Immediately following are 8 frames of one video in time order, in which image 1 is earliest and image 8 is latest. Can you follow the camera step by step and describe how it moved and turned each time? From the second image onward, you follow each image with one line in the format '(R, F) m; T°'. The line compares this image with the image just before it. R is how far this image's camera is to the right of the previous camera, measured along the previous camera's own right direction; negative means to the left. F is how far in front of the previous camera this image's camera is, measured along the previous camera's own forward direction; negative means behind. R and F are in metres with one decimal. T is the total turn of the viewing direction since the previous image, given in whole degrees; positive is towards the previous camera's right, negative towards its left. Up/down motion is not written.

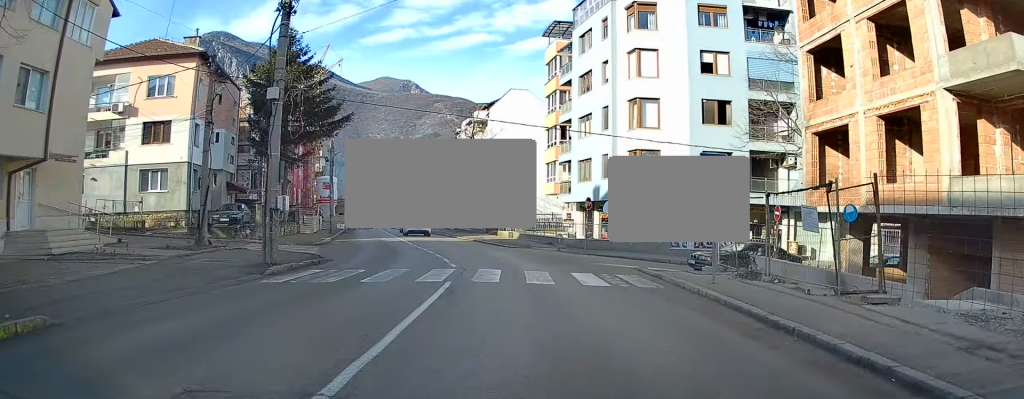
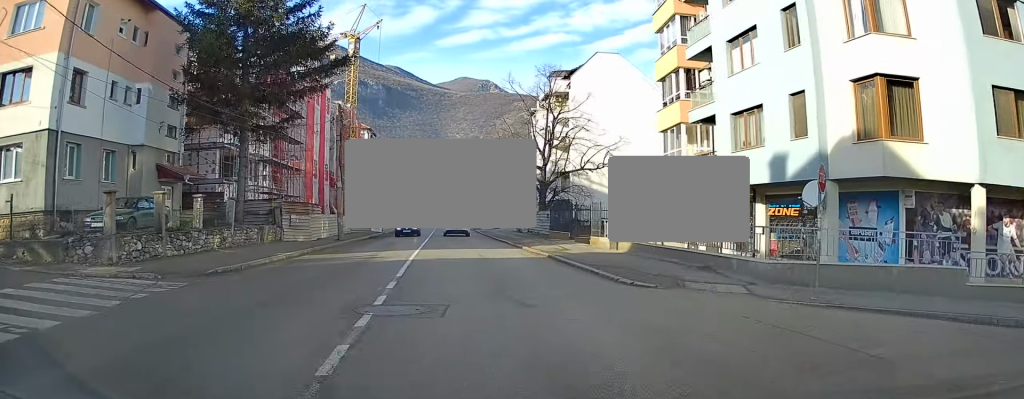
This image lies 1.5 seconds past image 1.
(-0.5, +17.1) m; -5°
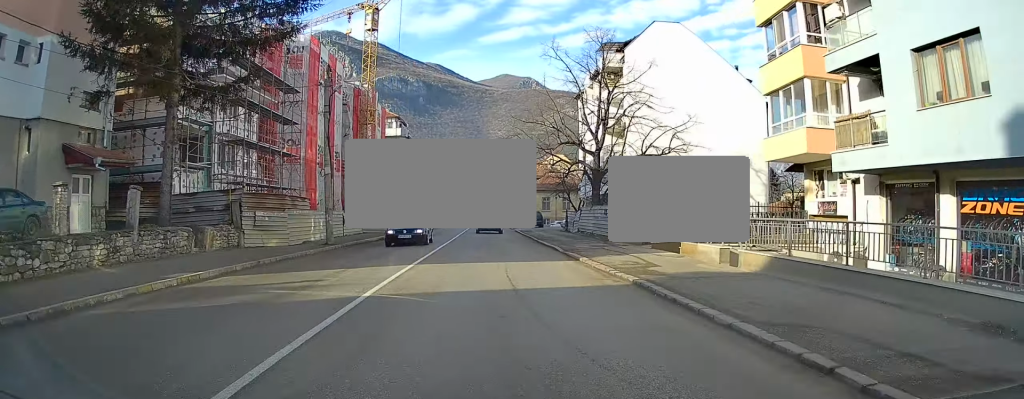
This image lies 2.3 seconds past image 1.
(-0.3, +9.2) m; -4°
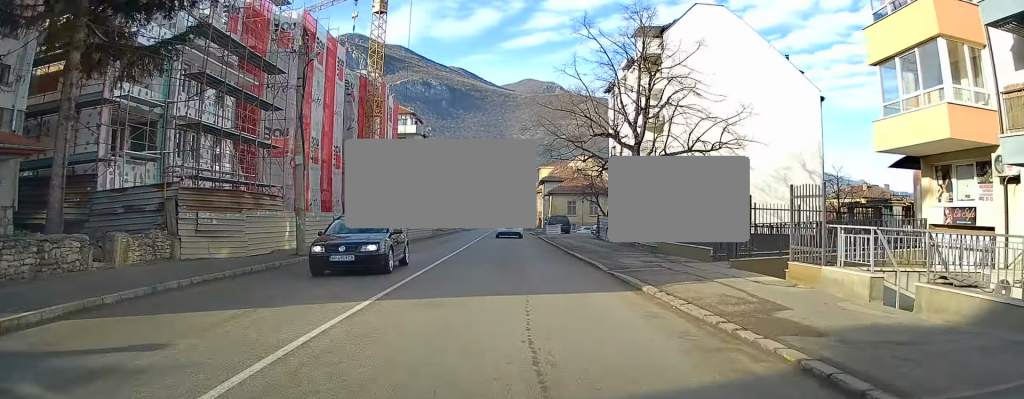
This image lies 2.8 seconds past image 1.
(-0.1, +6.1) m; -2°
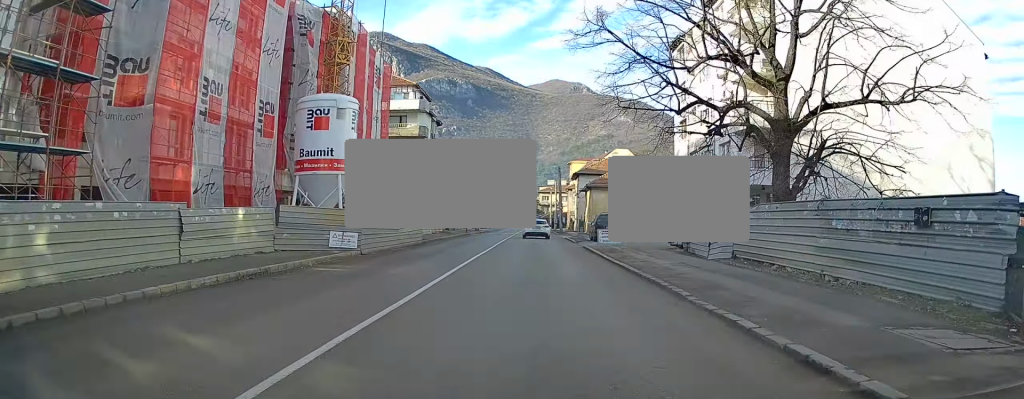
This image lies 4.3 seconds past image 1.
(-0.7, +16.8) m; -2°
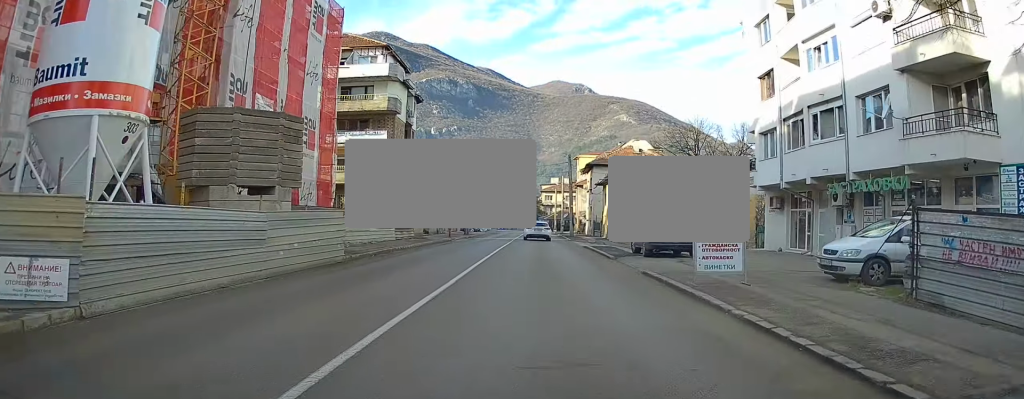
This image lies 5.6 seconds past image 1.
(0.0, +14.6) m; 0°
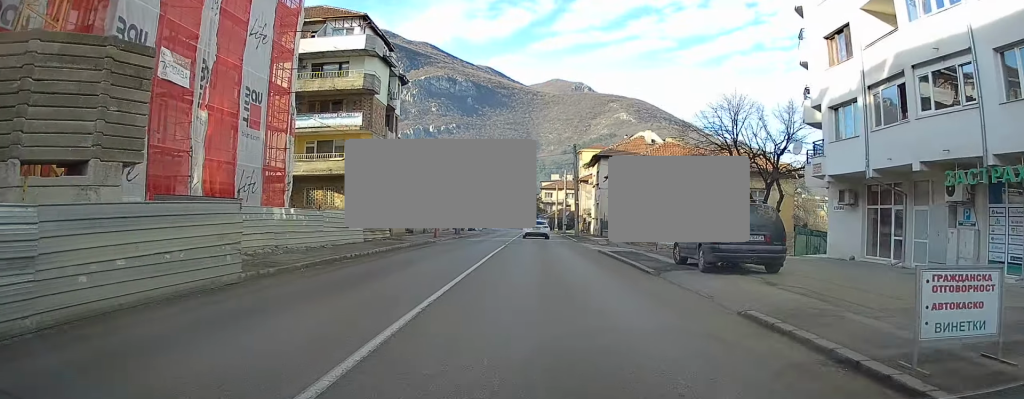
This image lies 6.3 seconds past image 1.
(0.0, +7.2) m; 0°
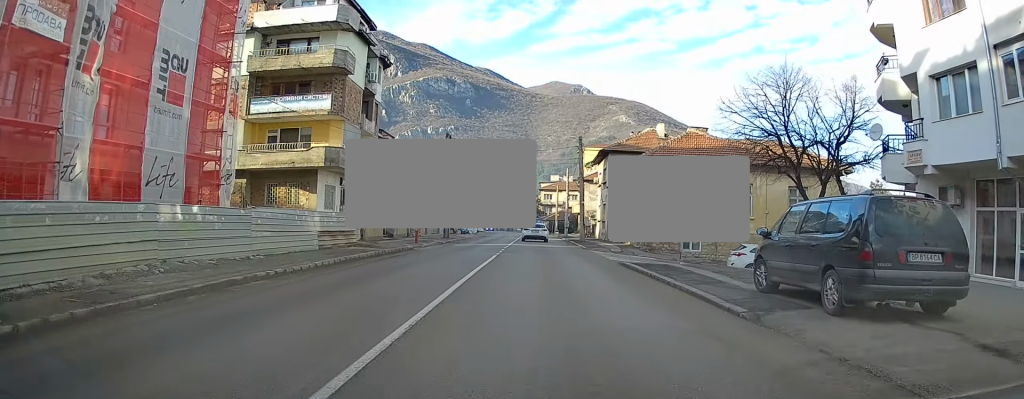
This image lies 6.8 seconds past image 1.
(0.0, +6.3) m; 0°
